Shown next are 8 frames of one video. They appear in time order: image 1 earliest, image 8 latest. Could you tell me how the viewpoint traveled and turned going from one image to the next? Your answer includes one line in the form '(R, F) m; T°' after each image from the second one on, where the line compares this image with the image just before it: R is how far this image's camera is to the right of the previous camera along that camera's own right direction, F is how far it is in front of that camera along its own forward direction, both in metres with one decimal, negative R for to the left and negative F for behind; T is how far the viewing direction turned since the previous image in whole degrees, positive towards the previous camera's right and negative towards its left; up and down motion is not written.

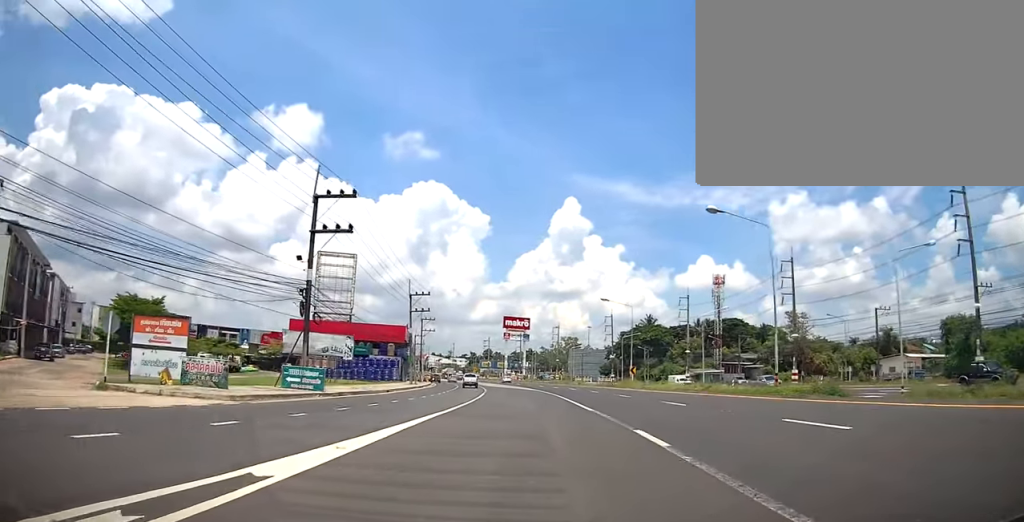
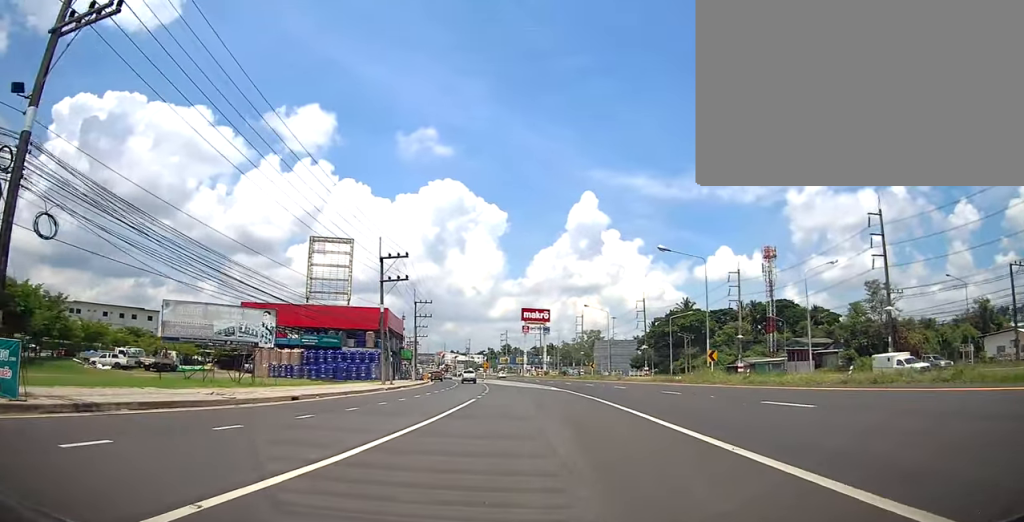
(-0.2, +20.3) m; -2°
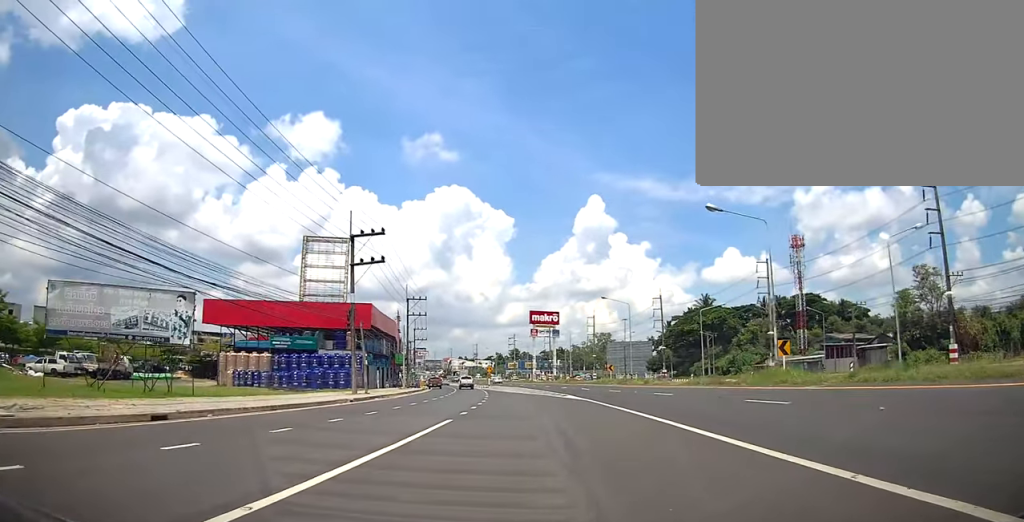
(-0.1, +9.8) m; -1°
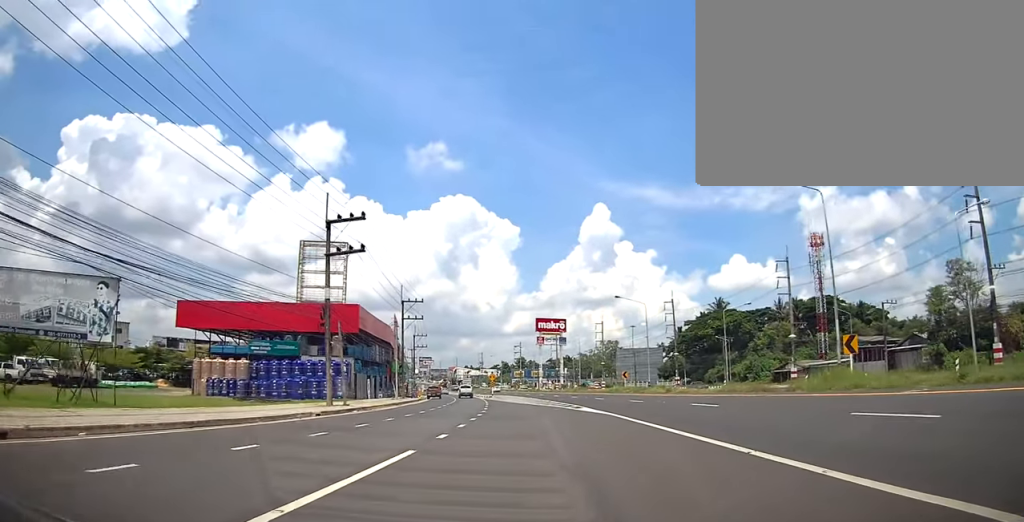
(0.0, +5.8) m; -1°
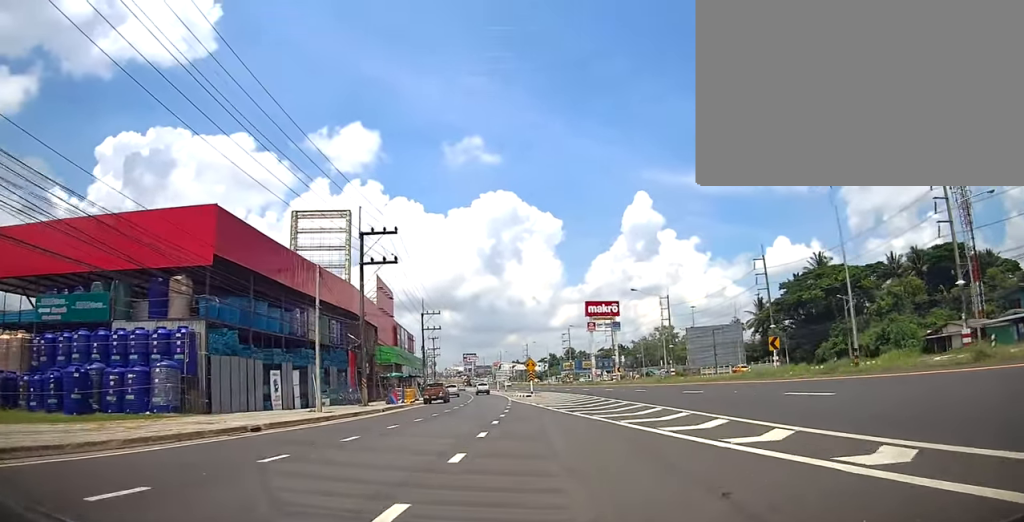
(-0.4, +28.9) m; -1°
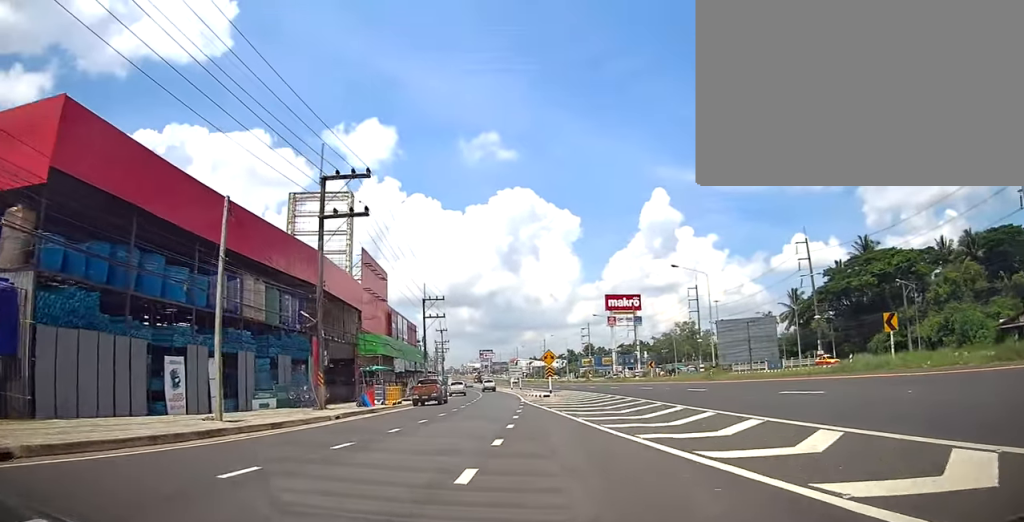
(-0.2, +9.8) m; -3°
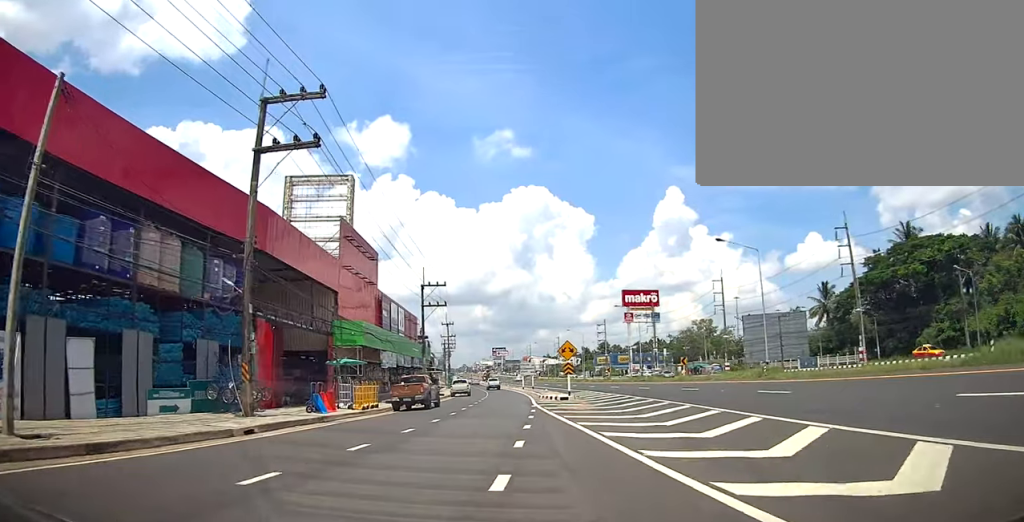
(-0.1, +8.1) m; -3°
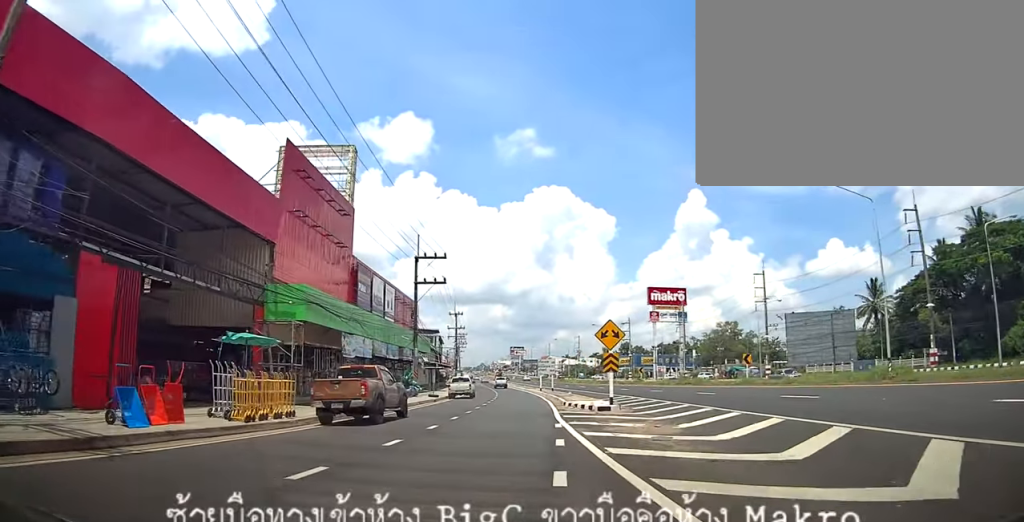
(-0.6, +11.5) m; +1°
